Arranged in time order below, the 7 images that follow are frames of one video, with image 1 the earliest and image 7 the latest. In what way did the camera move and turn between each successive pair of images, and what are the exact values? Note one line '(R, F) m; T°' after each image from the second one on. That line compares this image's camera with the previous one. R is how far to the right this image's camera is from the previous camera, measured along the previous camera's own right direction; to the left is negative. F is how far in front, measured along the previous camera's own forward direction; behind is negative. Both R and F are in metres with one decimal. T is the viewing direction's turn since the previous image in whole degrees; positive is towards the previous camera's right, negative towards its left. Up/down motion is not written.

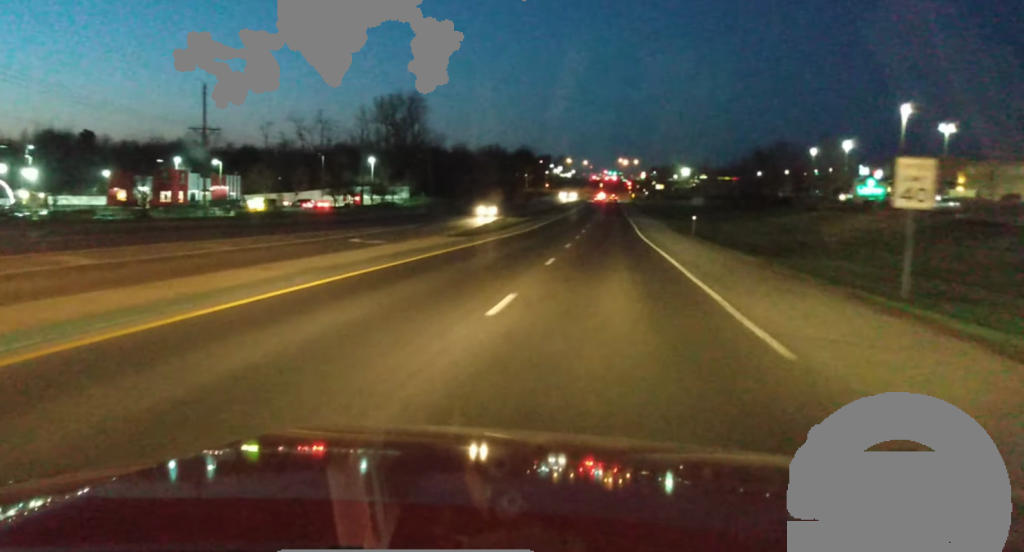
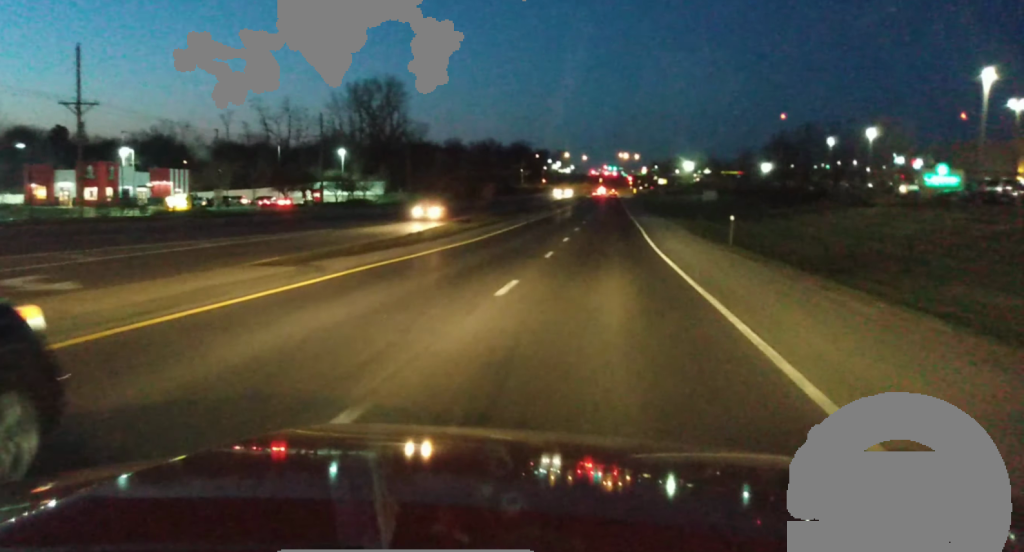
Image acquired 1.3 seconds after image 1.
(-0.3, +22.3) m; -1°
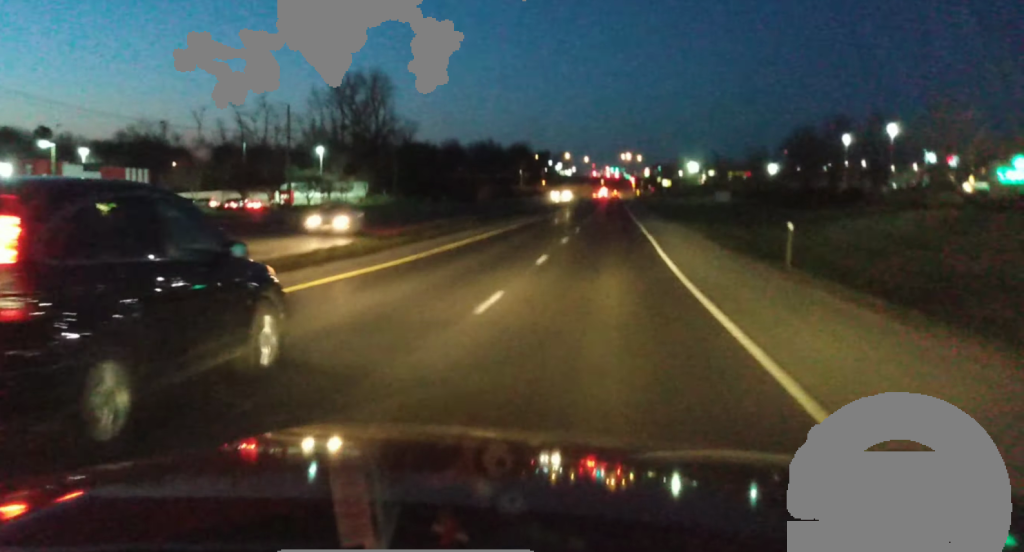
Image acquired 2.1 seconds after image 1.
(0.0, +14.7) m; 0°
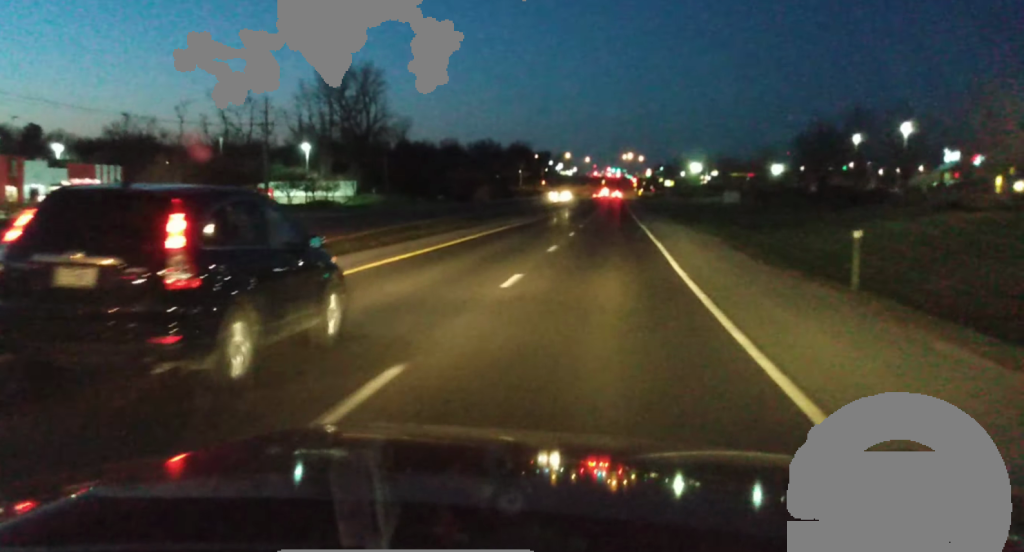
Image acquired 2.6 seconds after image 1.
(0.0, +8.3) m; 0°
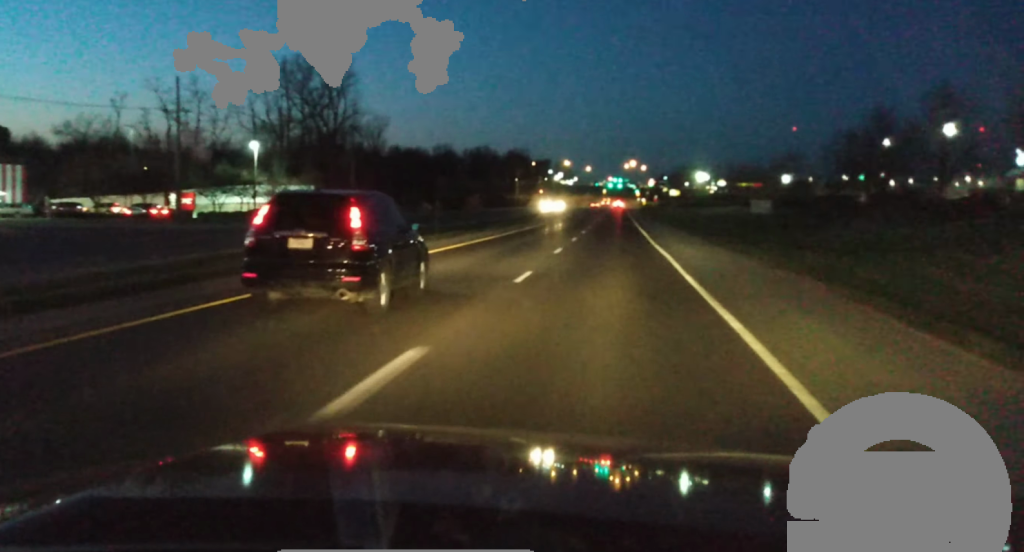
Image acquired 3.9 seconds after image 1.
(+0.5, +23.6) m; +2°
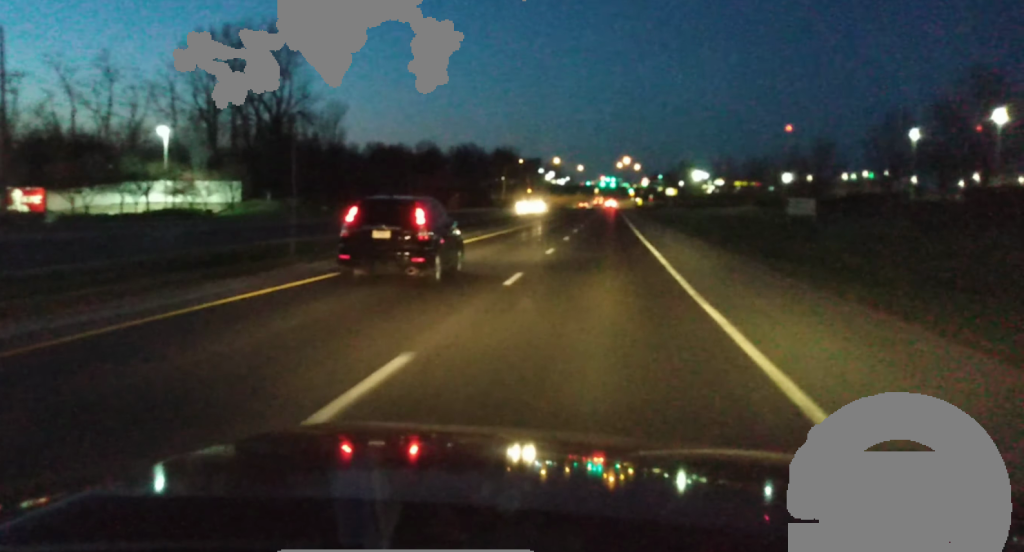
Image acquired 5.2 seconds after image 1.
(0.0, +24.9) m; -2°
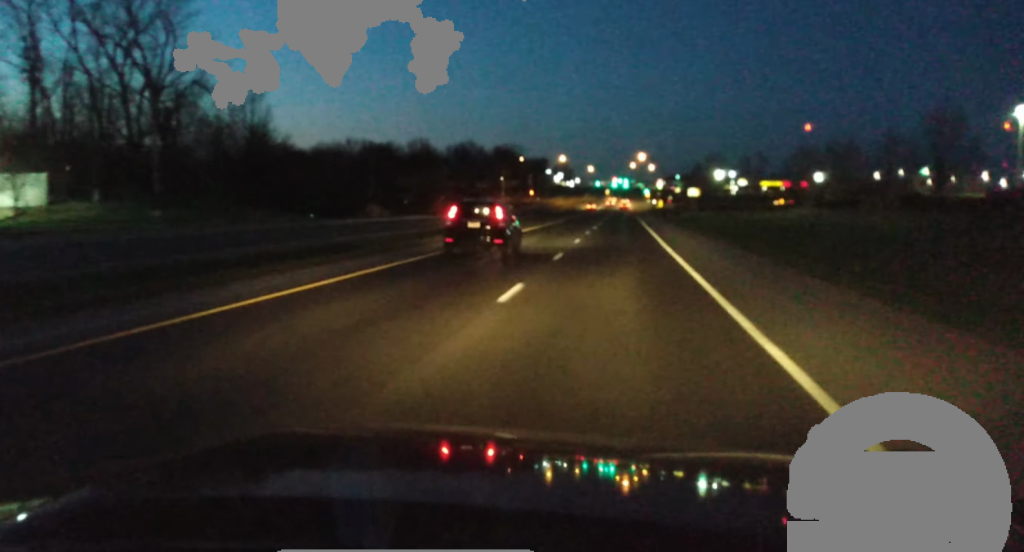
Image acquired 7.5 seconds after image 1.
(-0.6, +40.4) m; 0°
